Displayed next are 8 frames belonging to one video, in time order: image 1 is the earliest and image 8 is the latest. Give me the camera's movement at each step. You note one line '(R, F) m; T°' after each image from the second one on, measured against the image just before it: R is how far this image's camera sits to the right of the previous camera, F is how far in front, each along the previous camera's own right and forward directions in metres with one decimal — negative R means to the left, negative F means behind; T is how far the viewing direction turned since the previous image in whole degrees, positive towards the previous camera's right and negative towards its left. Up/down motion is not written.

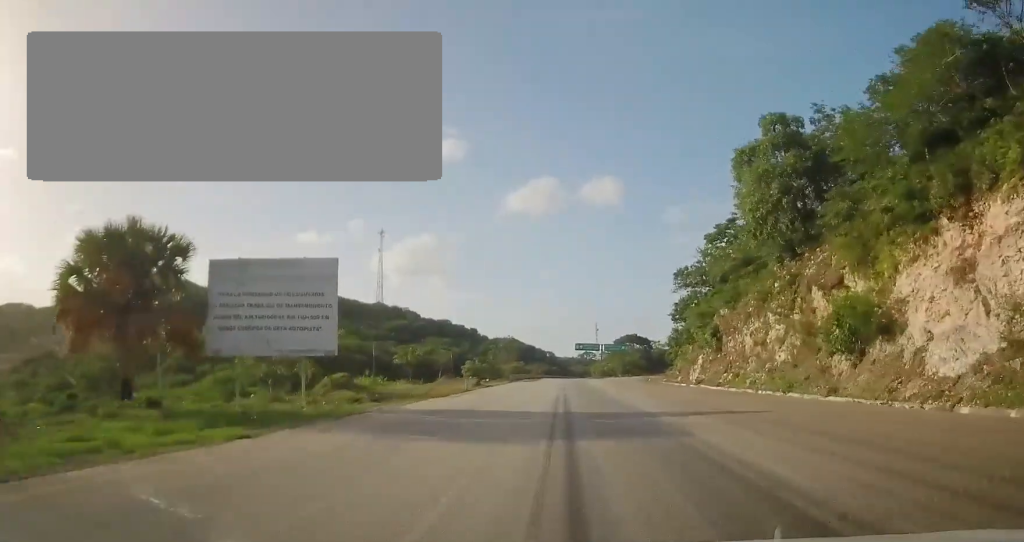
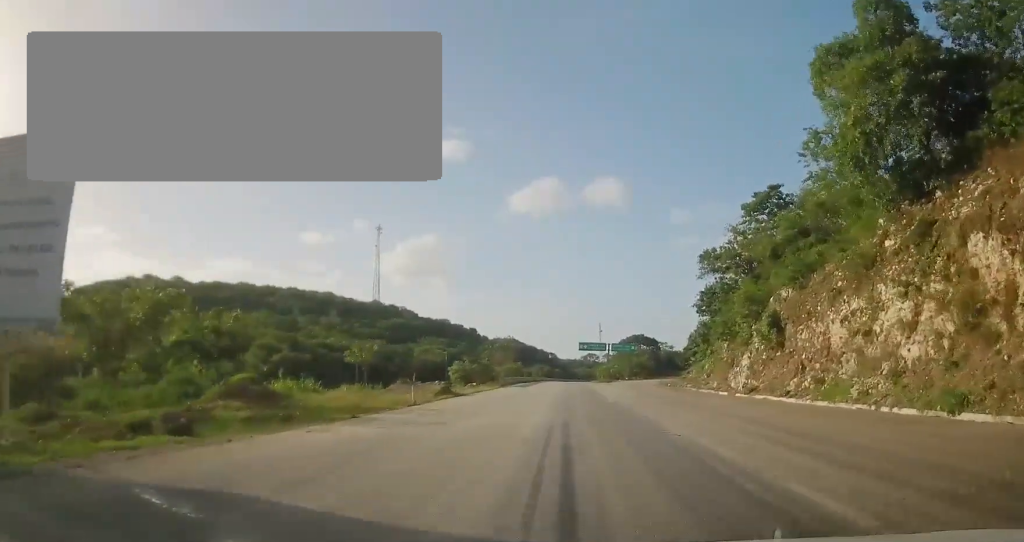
(0.0, +13.7) m; 0°
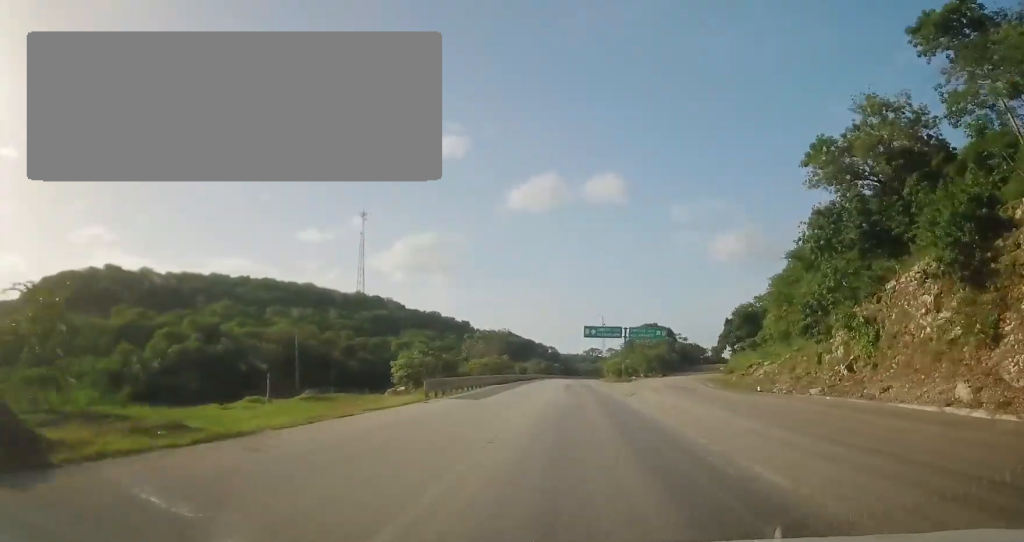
(0.0, +30.3) m; 0°
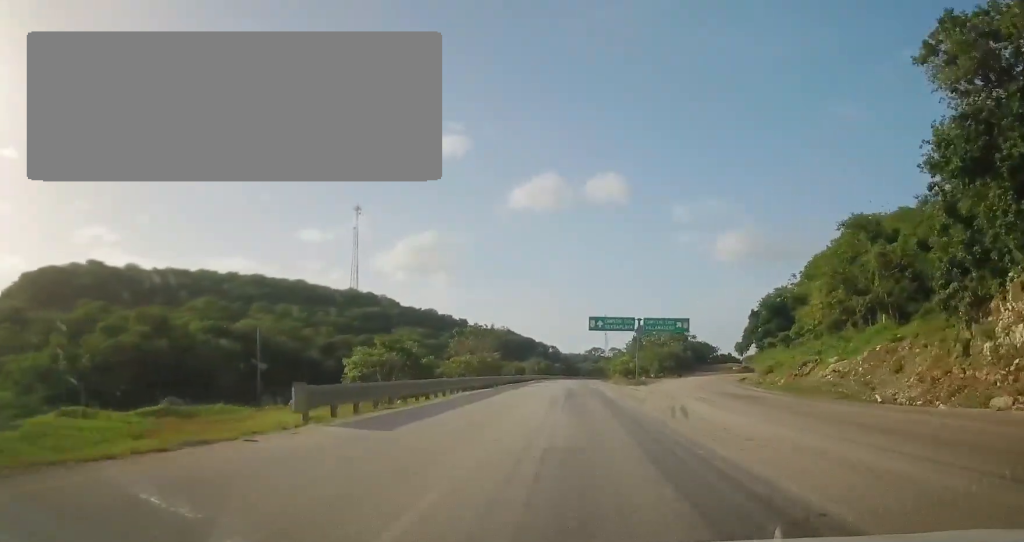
(0.0, +13.7) m; 0°
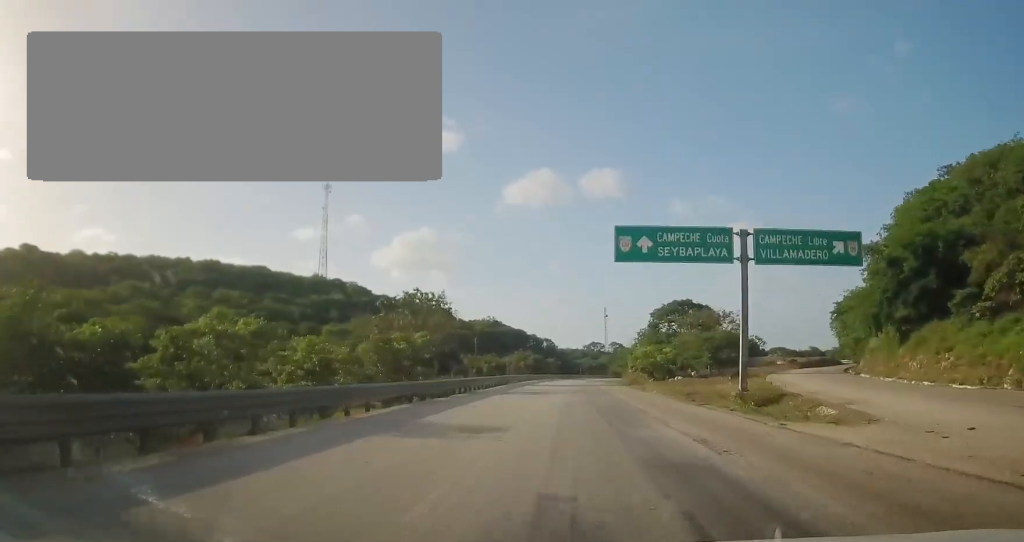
(0.0, +40.0) m; 0°
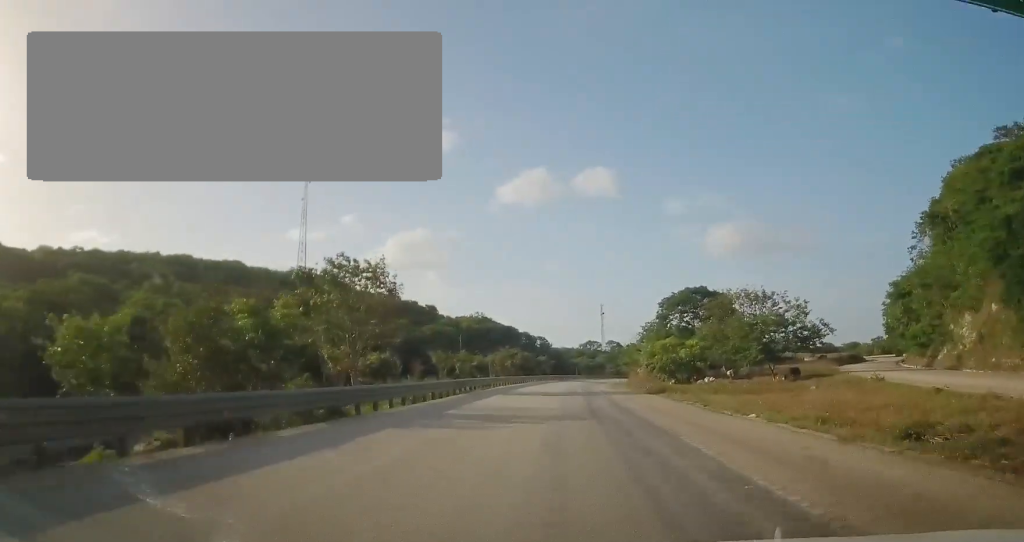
(0.0, +19.6) m; +1°
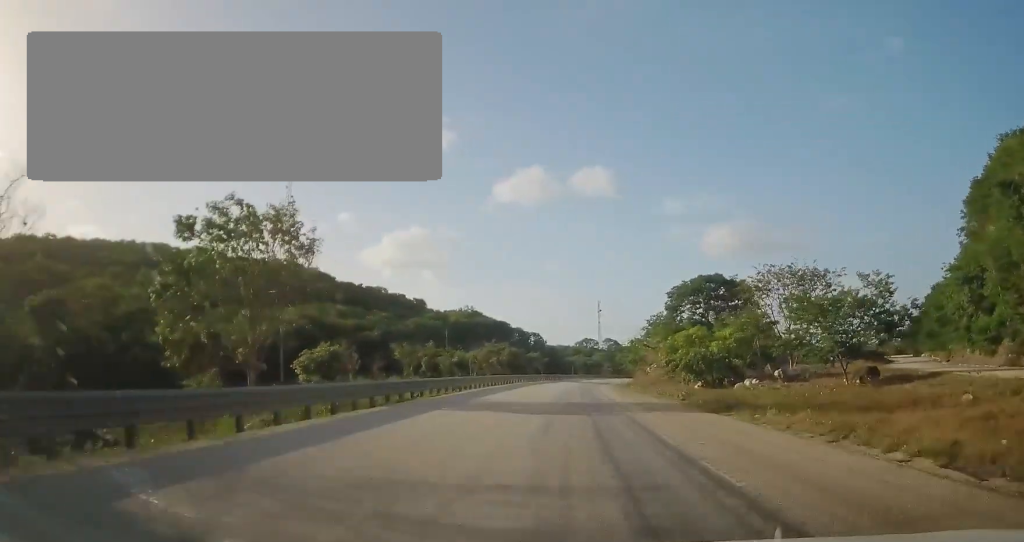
(+0.2, +14.9) m; +1°
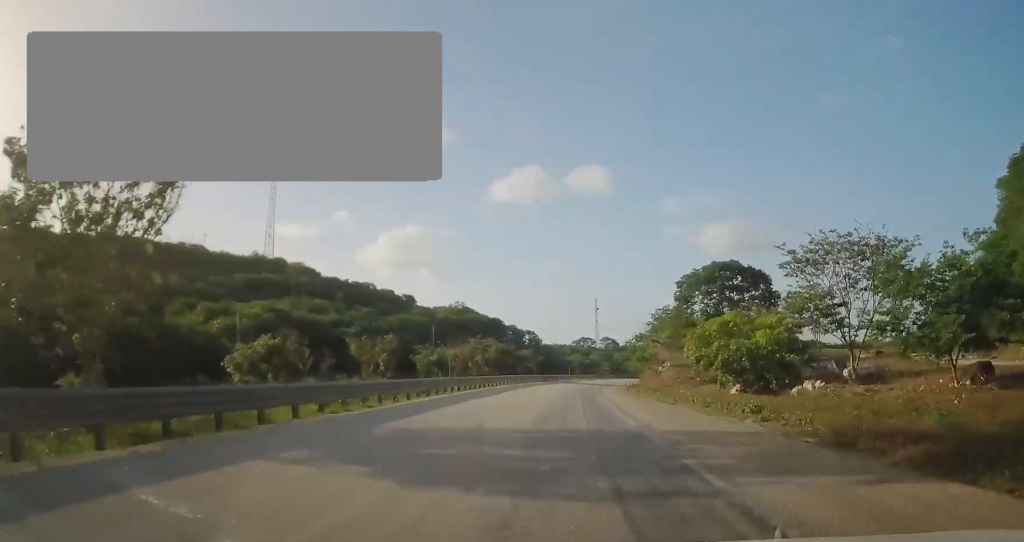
(+0.2, +12.0) m; +1°
